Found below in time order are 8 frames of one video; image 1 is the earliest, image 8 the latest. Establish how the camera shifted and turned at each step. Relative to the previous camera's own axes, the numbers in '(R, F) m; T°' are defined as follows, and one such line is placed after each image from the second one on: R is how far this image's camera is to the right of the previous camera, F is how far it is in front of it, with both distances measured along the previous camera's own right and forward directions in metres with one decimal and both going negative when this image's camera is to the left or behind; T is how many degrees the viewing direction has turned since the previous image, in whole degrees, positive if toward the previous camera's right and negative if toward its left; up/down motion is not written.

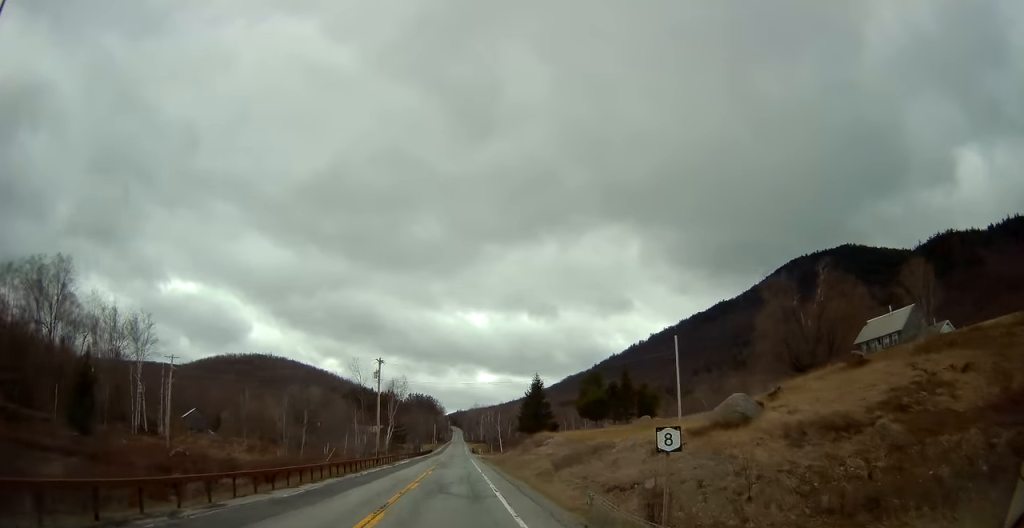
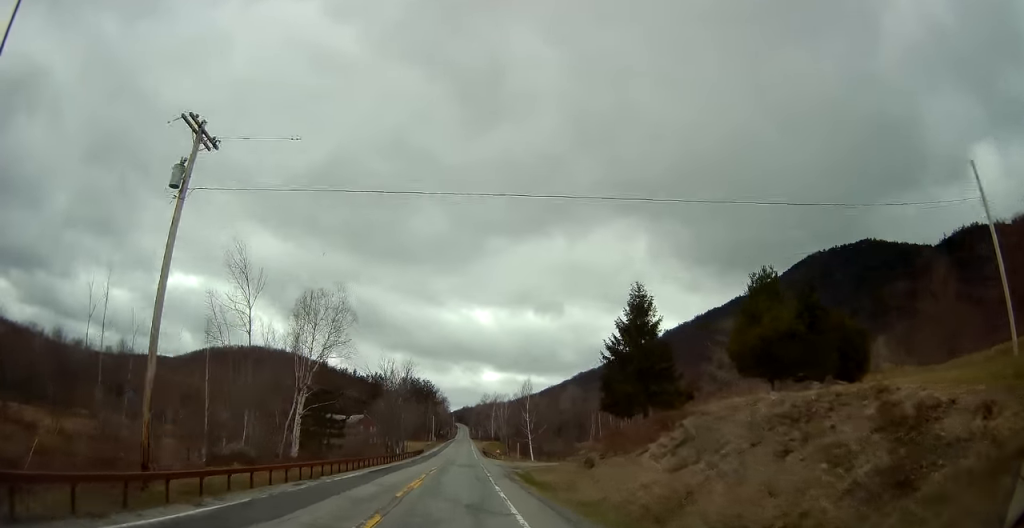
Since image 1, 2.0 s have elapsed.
(+0.5, +48.4) m; +1°
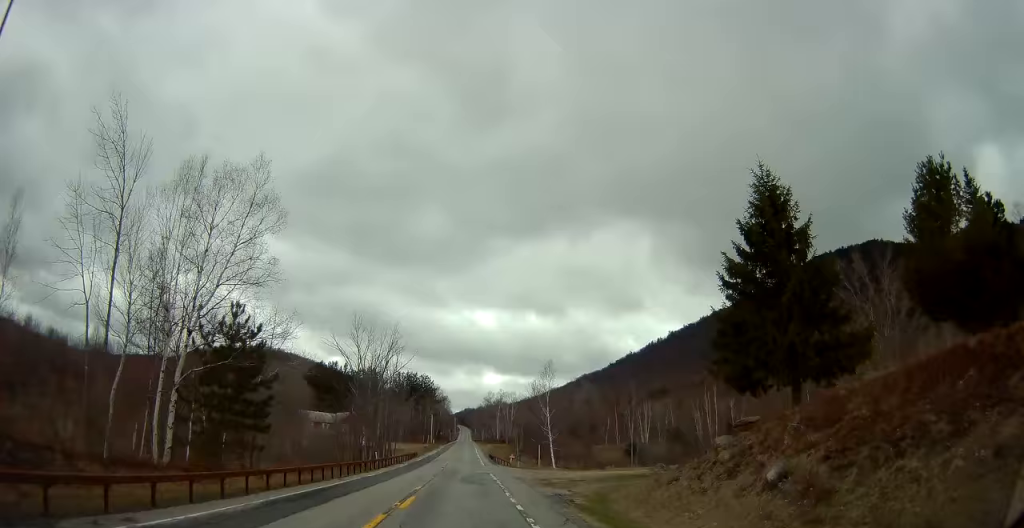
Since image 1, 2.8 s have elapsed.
(0.0, +17.5) m; -1°
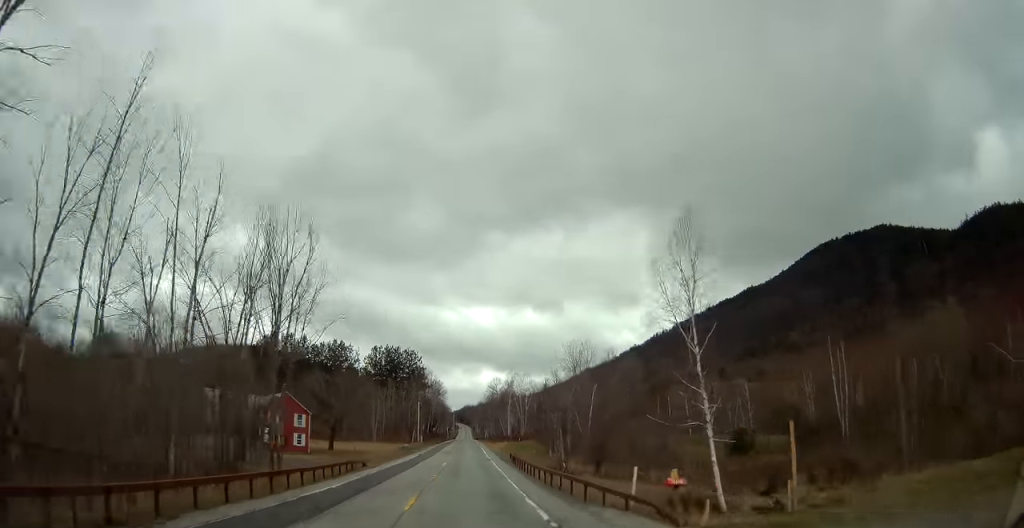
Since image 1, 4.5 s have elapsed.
(-0.6, +42.2) m; 0°
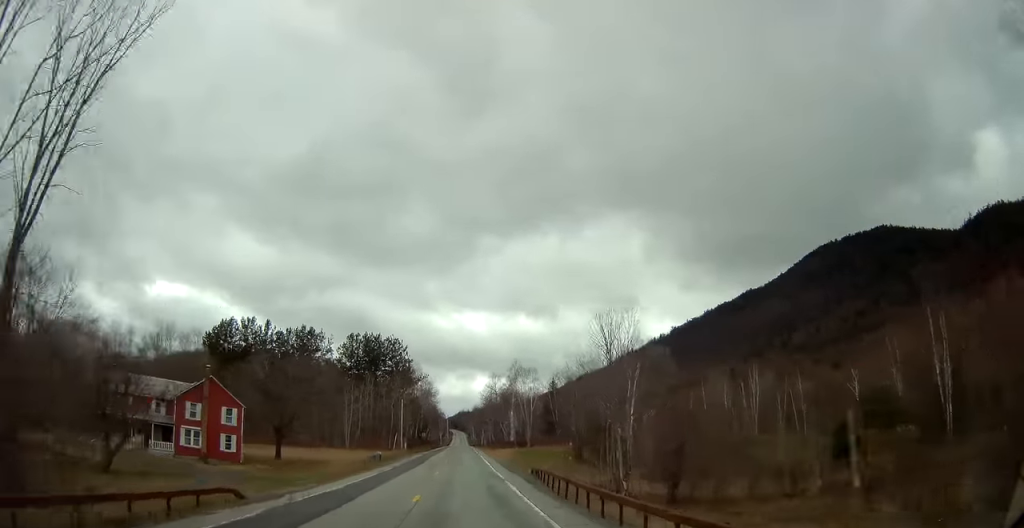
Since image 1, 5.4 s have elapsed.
(+0.4, +20.7) m; 0°
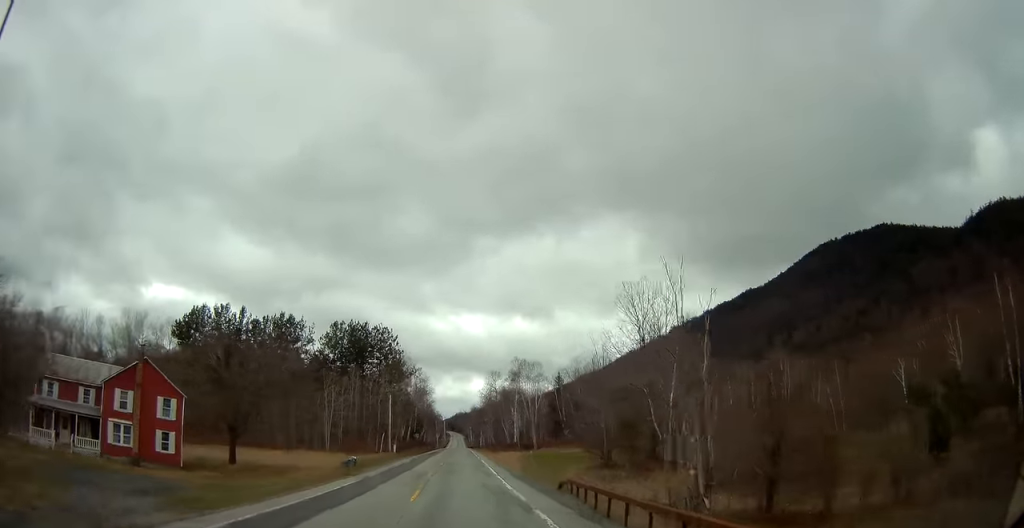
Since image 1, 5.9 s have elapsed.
(0.0, +11.2) m; 0°
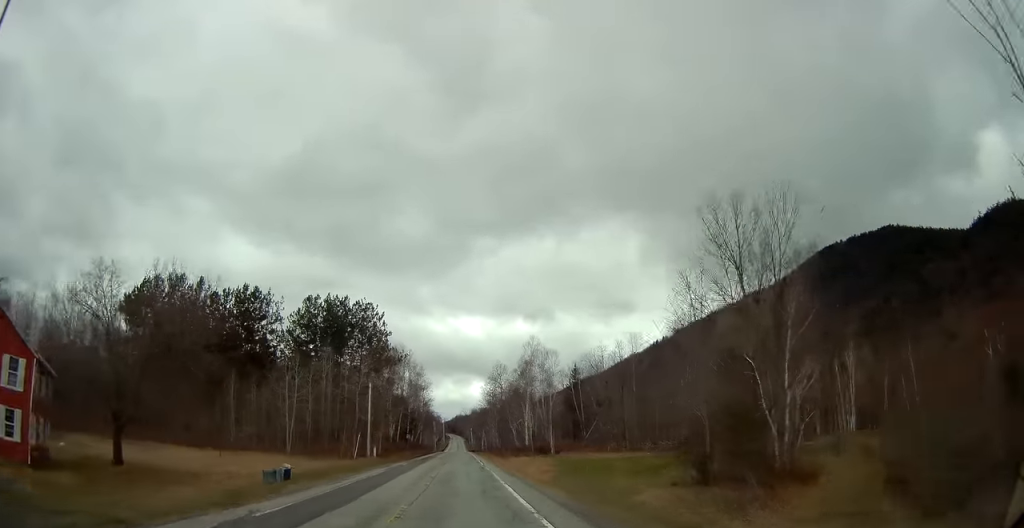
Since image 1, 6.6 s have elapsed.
(-0.3, +16.7) m; 0°
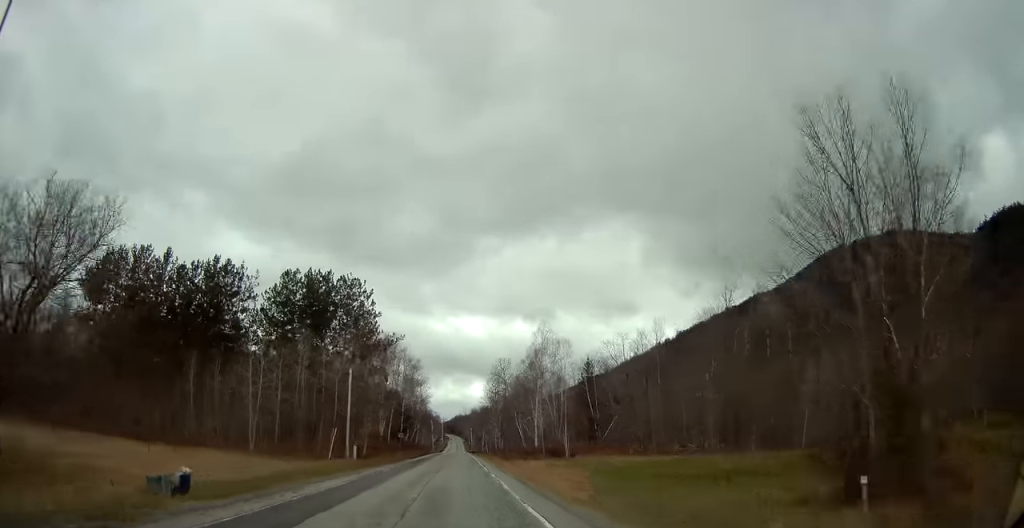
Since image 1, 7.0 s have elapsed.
(+0.2, +10.3) m; 0°
